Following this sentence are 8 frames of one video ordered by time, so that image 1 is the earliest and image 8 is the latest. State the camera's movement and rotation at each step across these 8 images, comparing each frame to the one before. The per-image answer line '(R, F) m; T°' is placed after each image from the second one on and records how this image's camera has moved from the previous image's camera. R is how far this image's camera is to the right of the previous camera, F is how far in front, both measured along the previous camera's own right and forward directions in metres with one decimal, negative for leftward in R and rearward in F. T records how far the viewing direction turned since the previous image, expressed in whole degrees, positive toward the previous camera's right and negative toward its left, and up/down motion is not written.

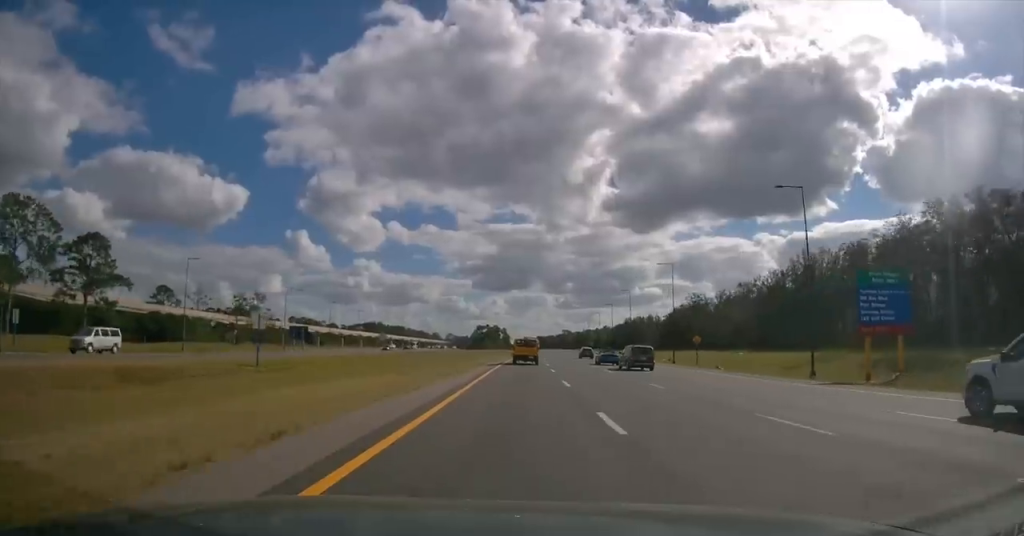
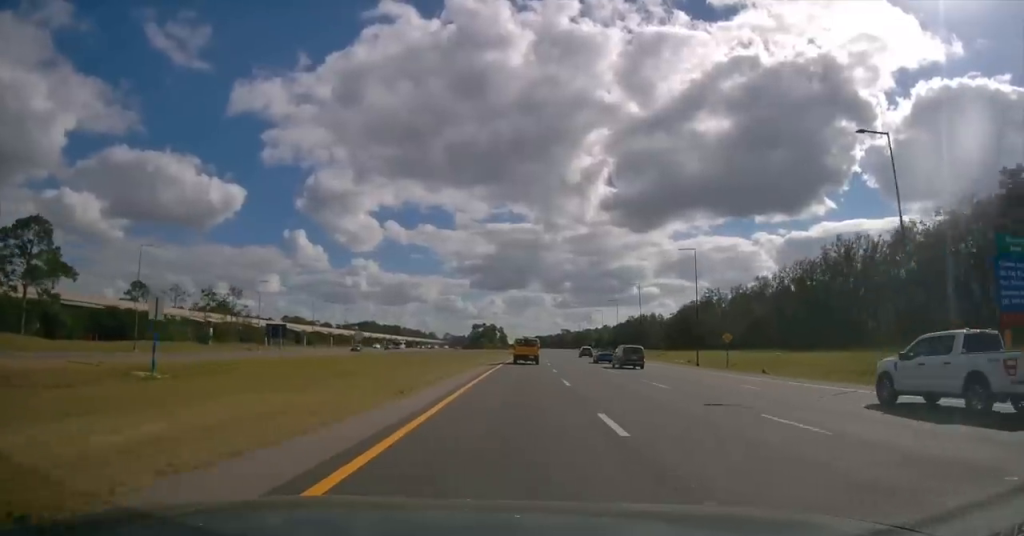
(+0.2, +12.0) m; +1°
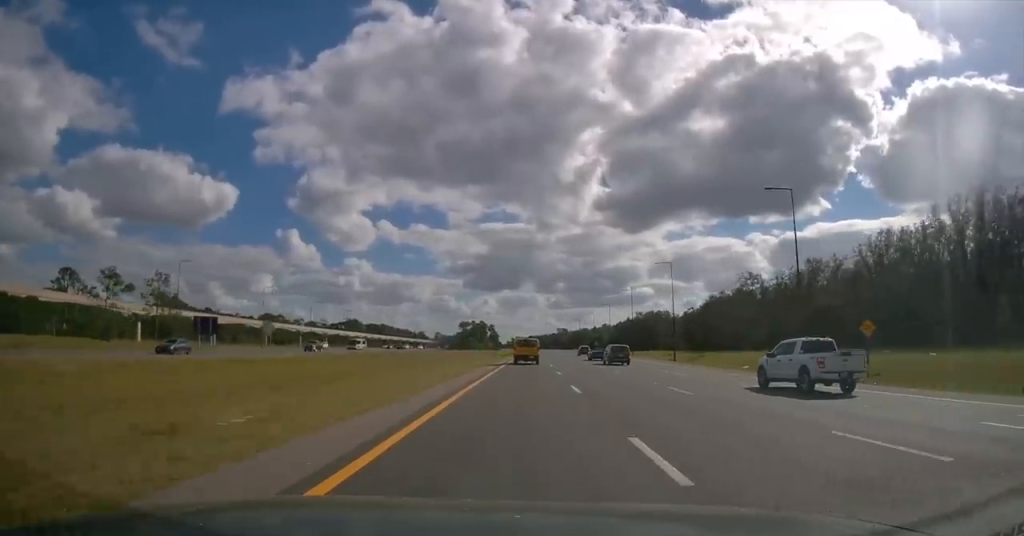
(0.0, +27.8) m; 0°
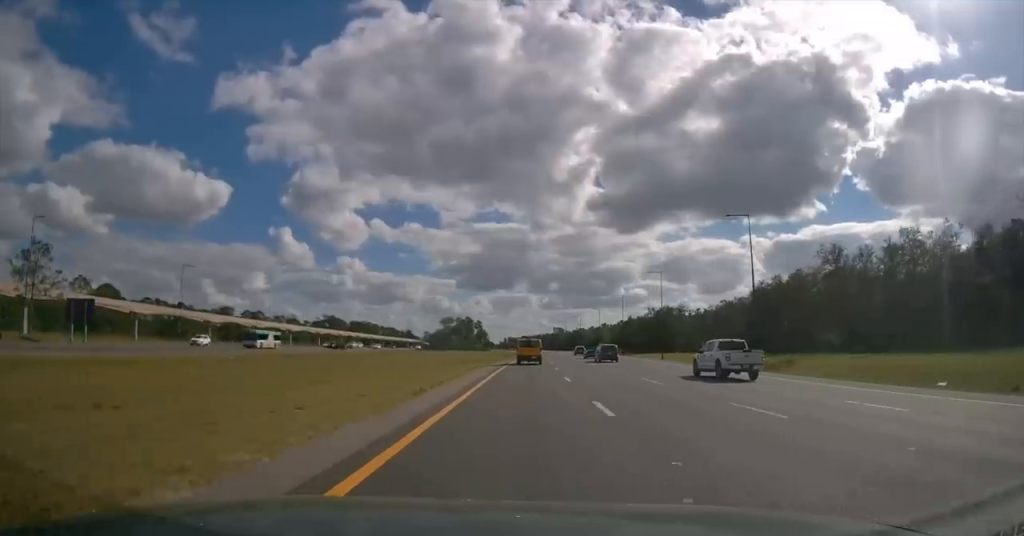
(+0.1, +31.3) m; 0°
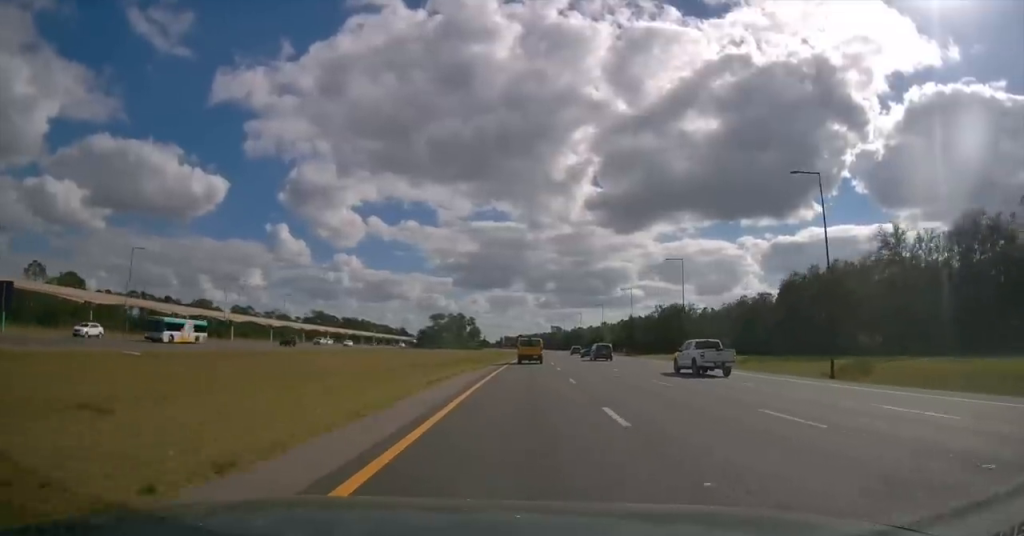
(0.0, +14.0) m; +1°
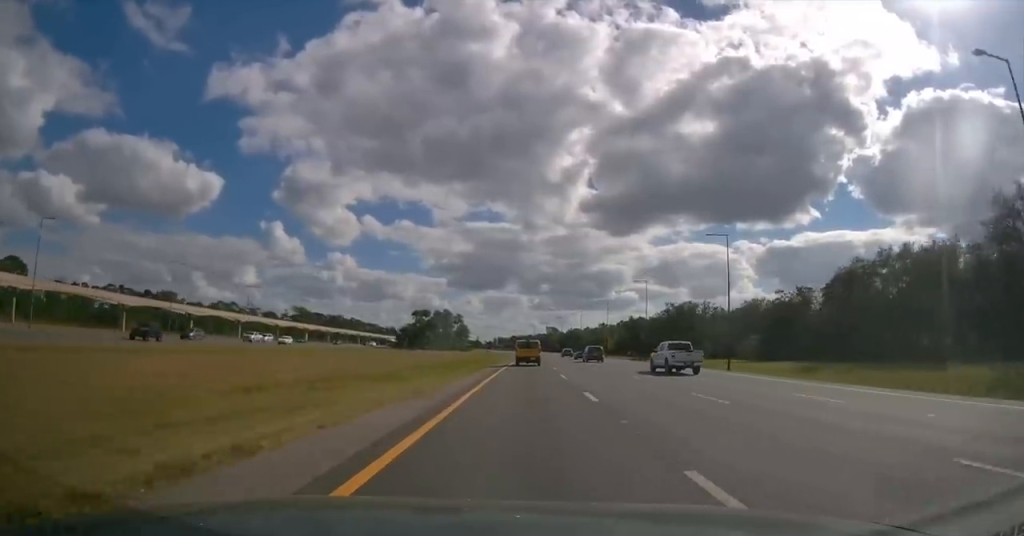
(+0.1, +19.3) m; +1°
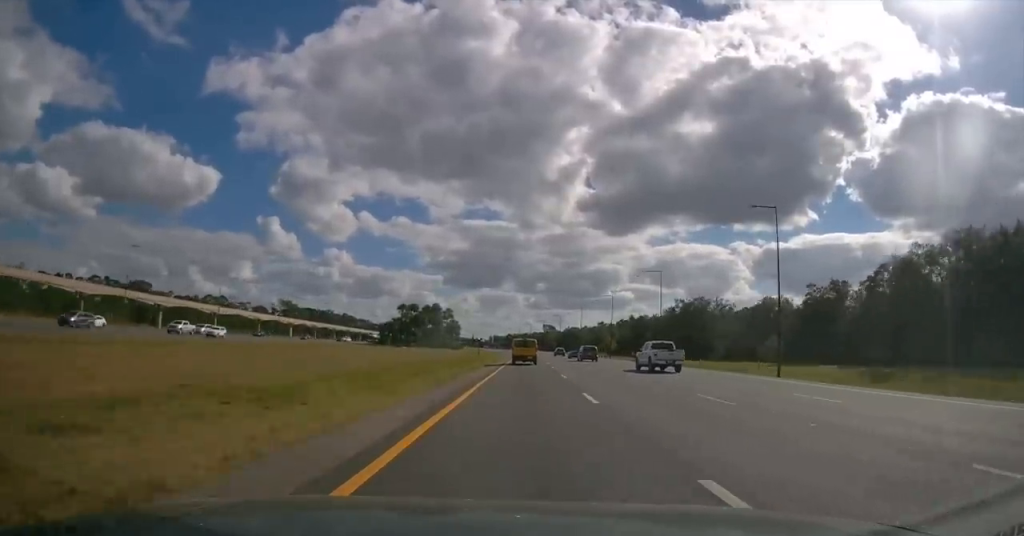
(+0.2, +12.6) m; 0°
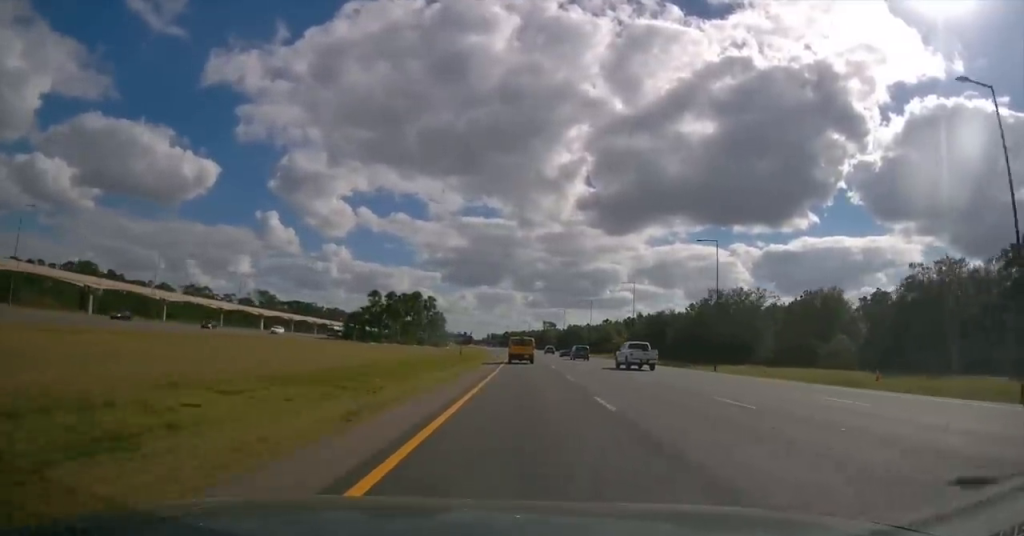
(-0.2, +25.4) m; 0°
